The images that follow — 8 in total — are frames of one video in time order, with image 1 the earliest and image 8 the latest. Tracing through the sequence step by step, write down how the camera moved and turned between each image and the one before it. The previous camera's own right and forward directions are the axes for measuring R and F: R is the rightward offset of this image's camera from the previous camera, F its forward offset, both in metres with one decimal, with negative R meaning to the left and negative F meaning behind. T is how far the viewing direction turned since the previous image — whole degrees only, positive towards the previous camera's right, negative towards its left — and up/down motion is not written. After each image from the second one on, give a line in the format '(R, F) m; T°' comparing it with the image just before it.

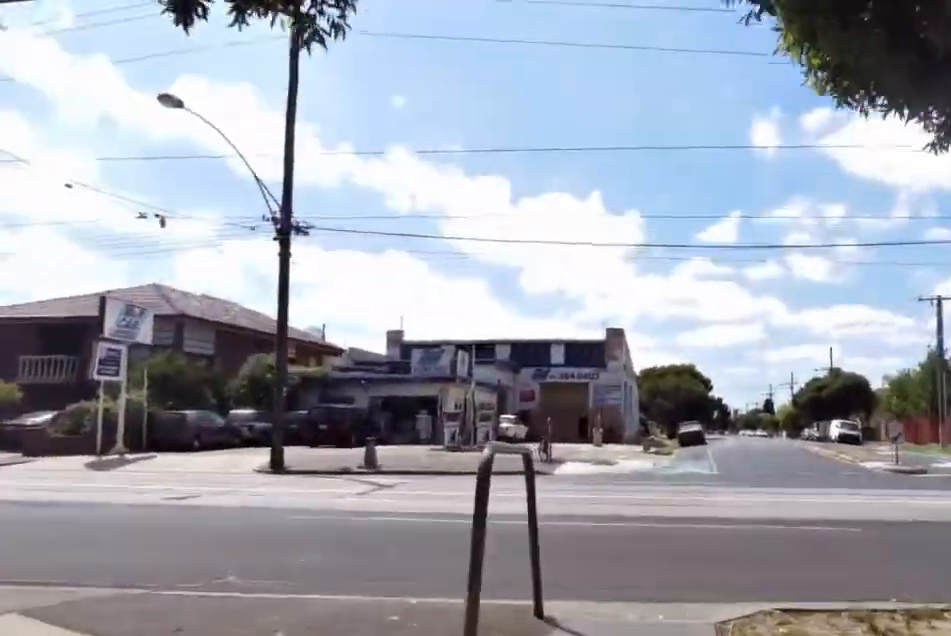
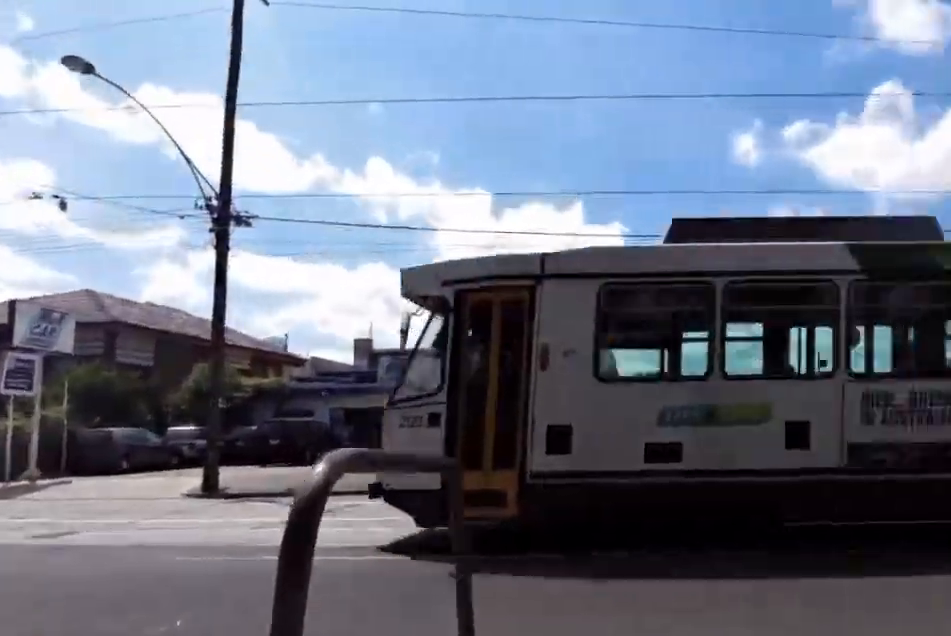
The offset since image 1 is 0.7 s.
(0.0, +1.3) m; +25°
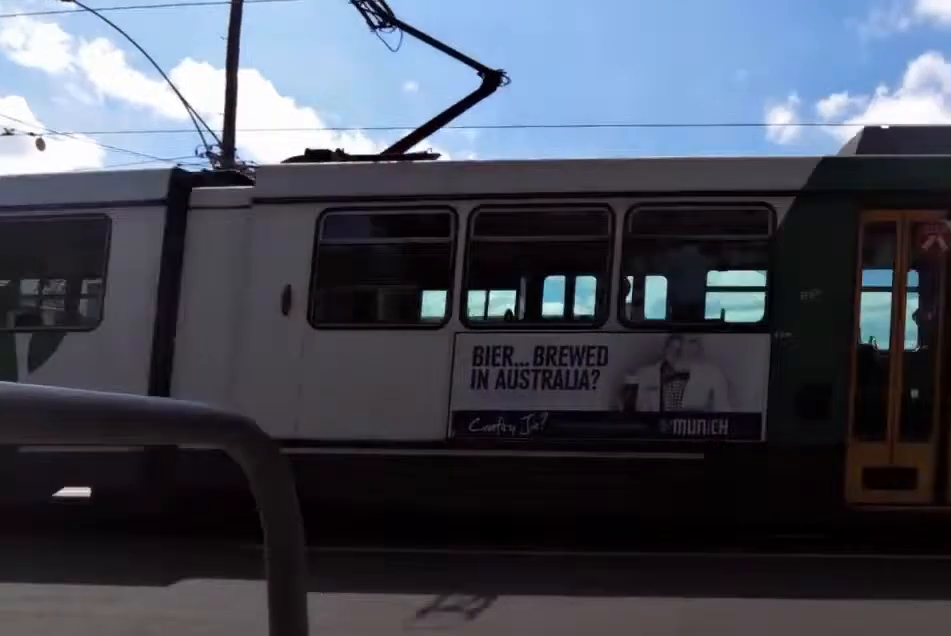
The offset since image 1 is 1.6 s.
(+1.1, +1.4) m; -7°
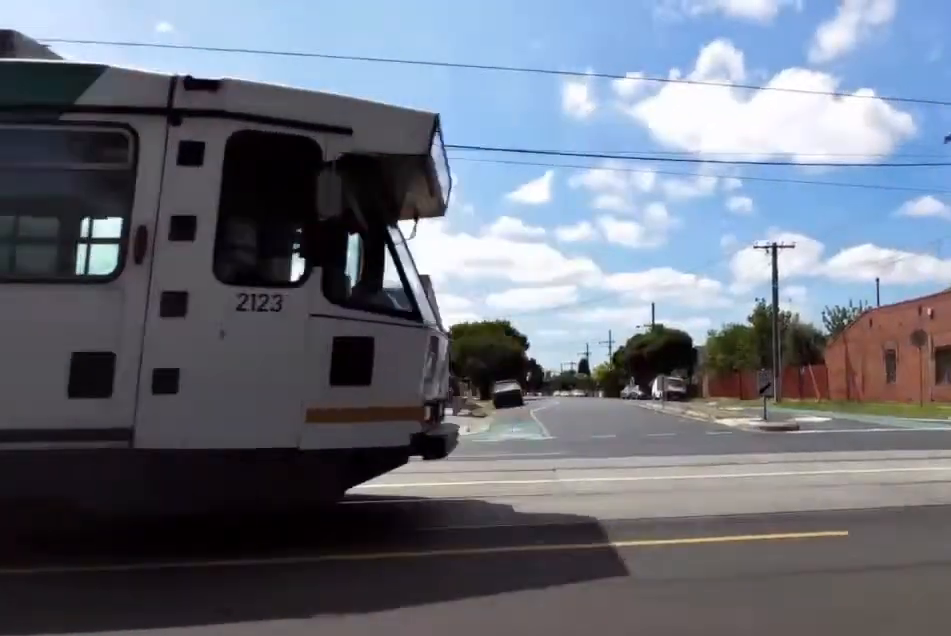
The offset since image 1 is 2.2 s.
(-0.7, +0.8) m; -34°
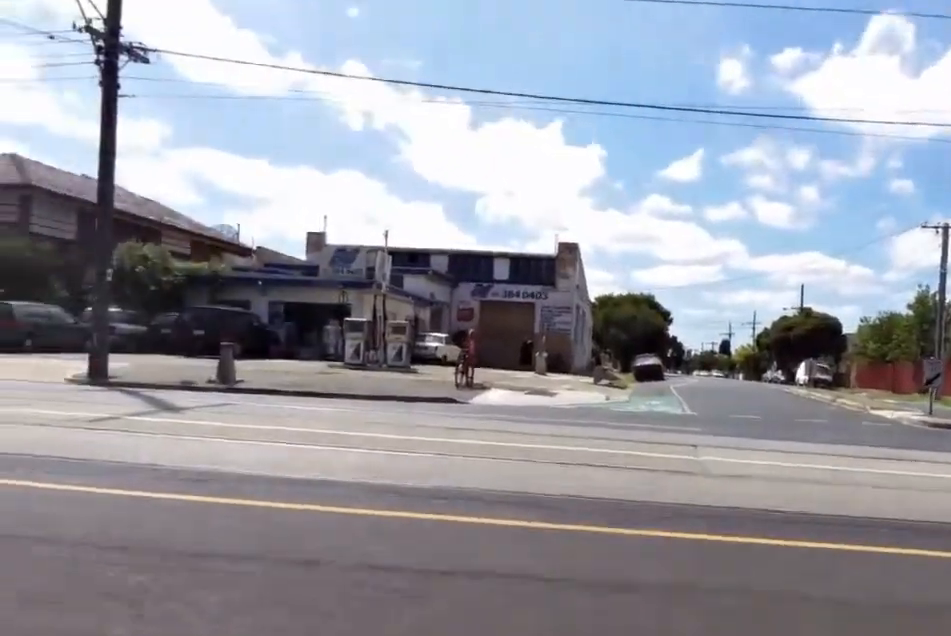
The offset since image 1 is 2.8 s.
(-0.4, +1.0) m; -32°
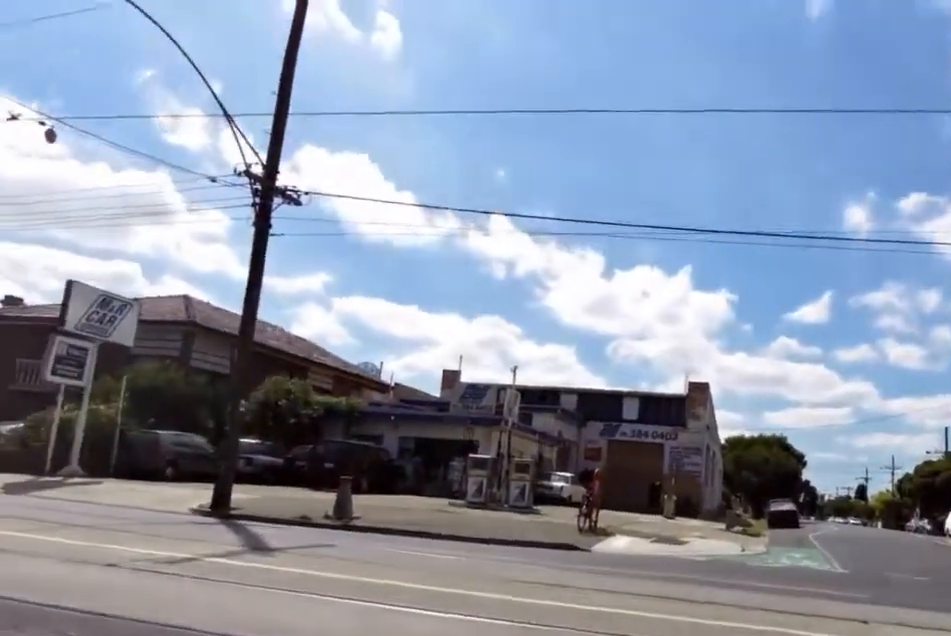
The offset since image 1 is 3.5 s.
(-0.4, +1.0) m; -20°
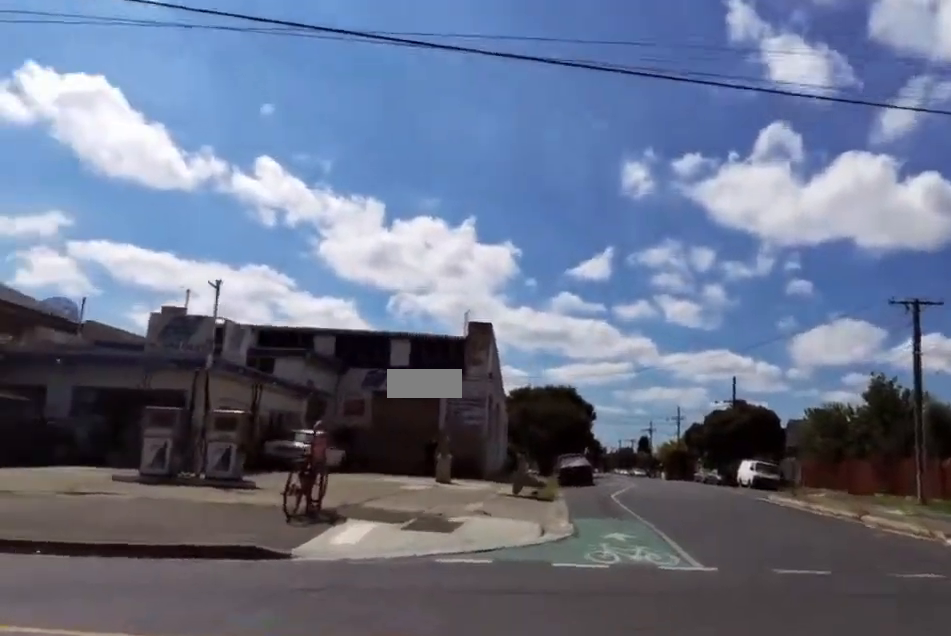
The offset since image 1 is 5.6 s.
(+2.6, +4.9) m; +61°
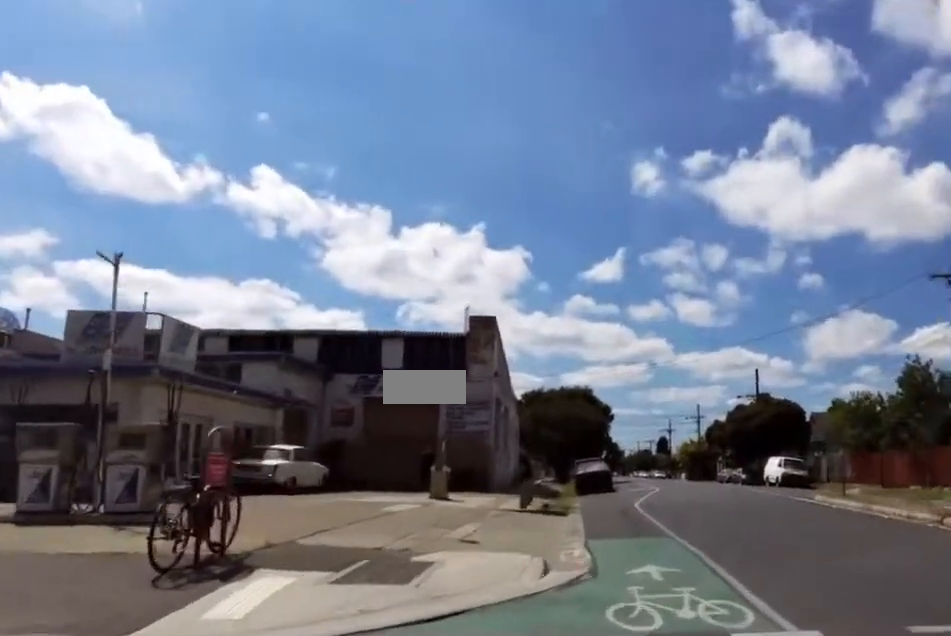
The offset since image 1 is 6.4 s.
(+1.0, +3.7) m; -2°
